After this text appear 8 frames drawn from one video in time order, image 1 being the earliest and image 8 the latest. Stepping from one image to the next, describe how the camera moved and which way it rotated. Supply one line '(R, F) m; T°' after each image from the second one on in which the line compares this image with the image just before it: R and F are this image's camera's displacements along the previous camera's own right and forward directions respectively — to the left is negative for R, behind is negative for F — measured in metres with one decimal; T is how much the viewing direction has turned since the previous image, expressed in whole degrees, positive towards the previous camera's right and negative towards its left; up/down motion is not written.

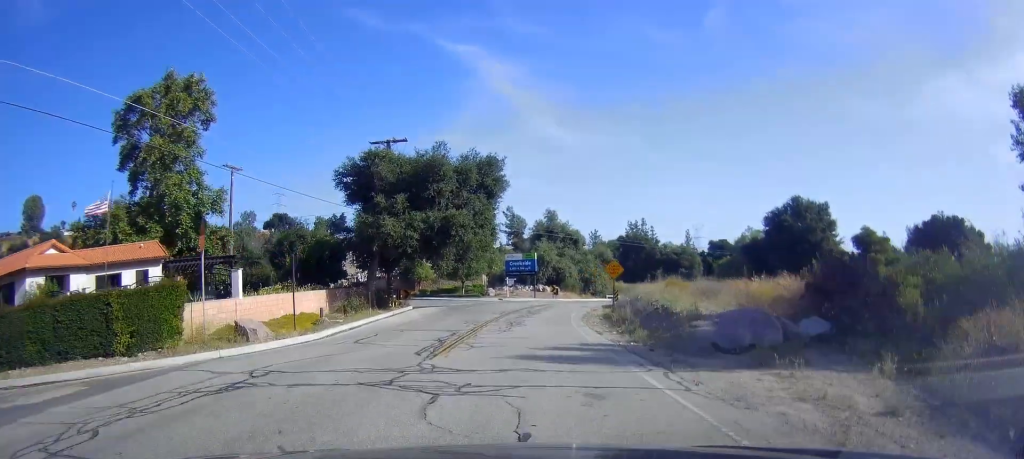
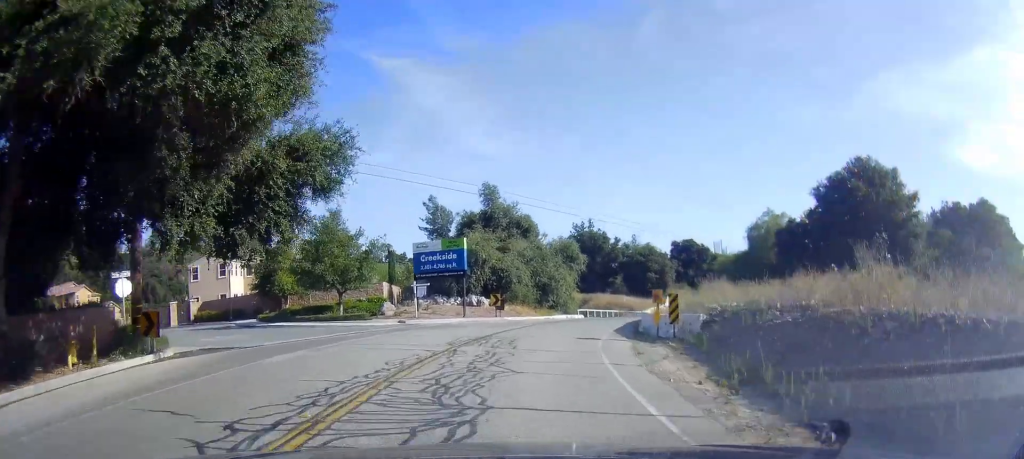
(+1.4, +28.3) m; +8°
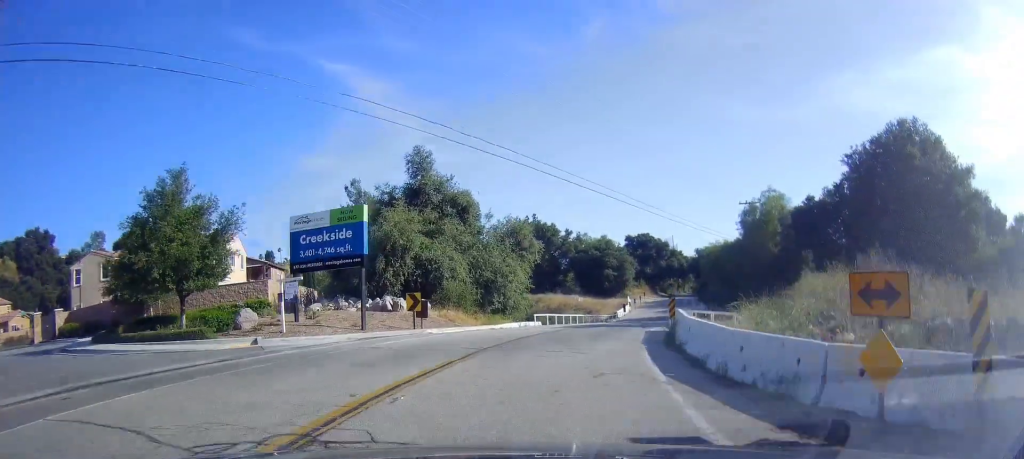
(+0.4, +14.2) m; +5°
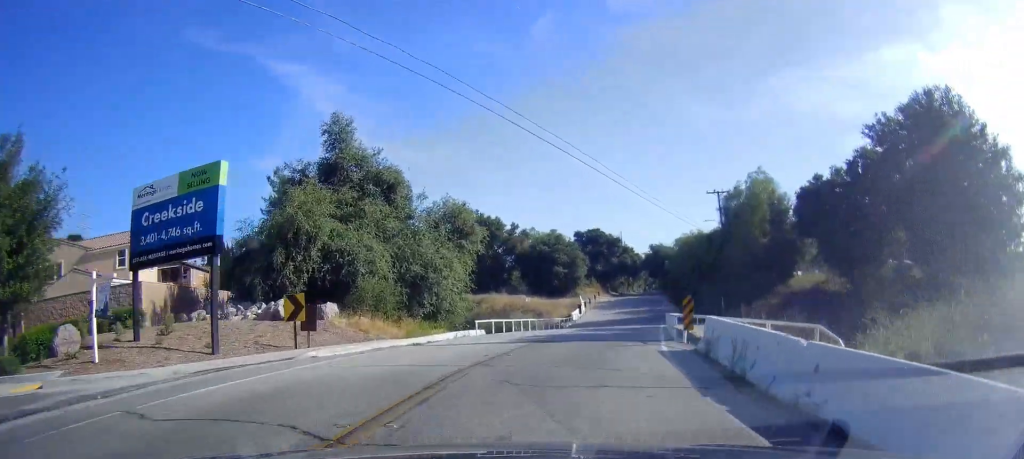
(+0.5, +9.1) m; +4°
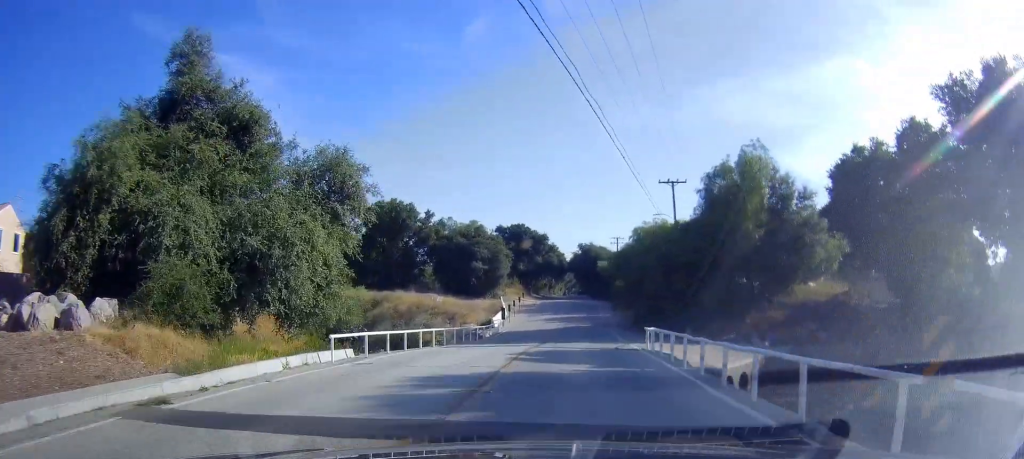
(+0.5, +12.1) m; +6°
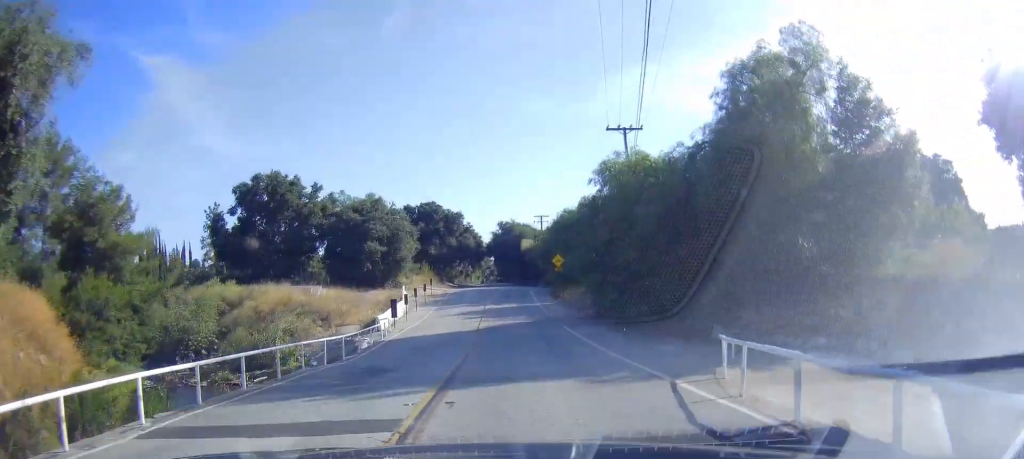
(+1.0, +15.1) m; +8°
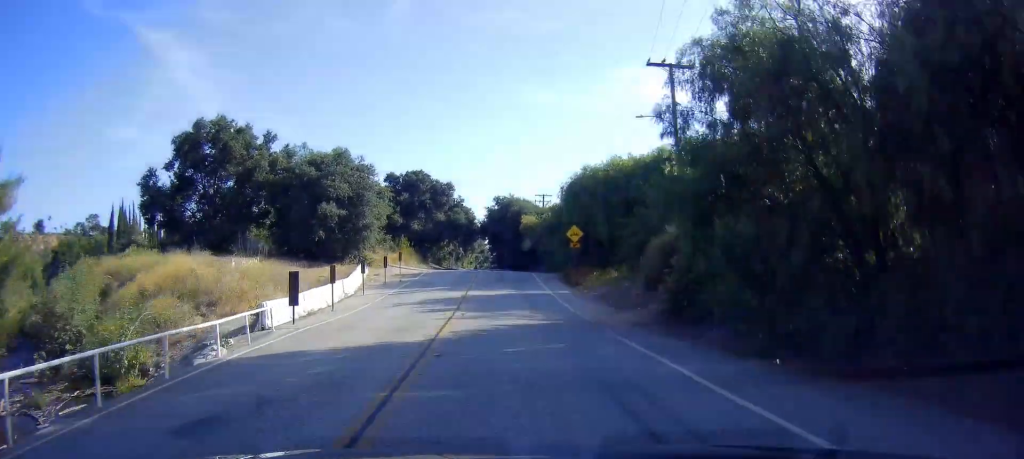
(+0.9, +12.5) m; +4°
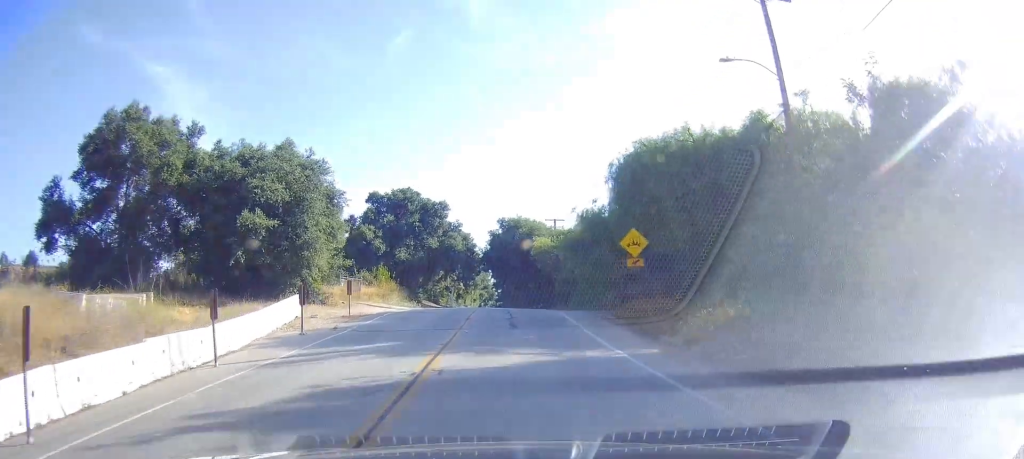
(0.0, +14.0) m; 0°
